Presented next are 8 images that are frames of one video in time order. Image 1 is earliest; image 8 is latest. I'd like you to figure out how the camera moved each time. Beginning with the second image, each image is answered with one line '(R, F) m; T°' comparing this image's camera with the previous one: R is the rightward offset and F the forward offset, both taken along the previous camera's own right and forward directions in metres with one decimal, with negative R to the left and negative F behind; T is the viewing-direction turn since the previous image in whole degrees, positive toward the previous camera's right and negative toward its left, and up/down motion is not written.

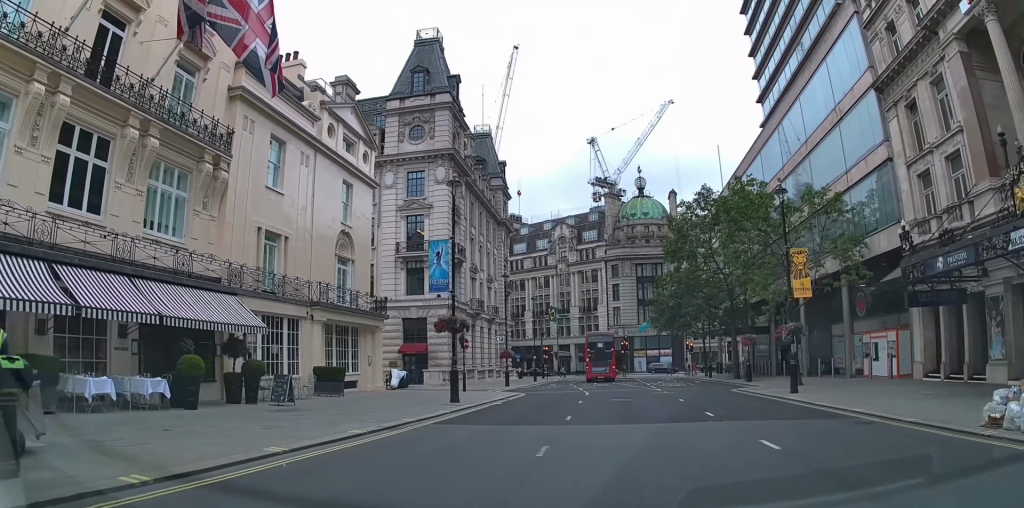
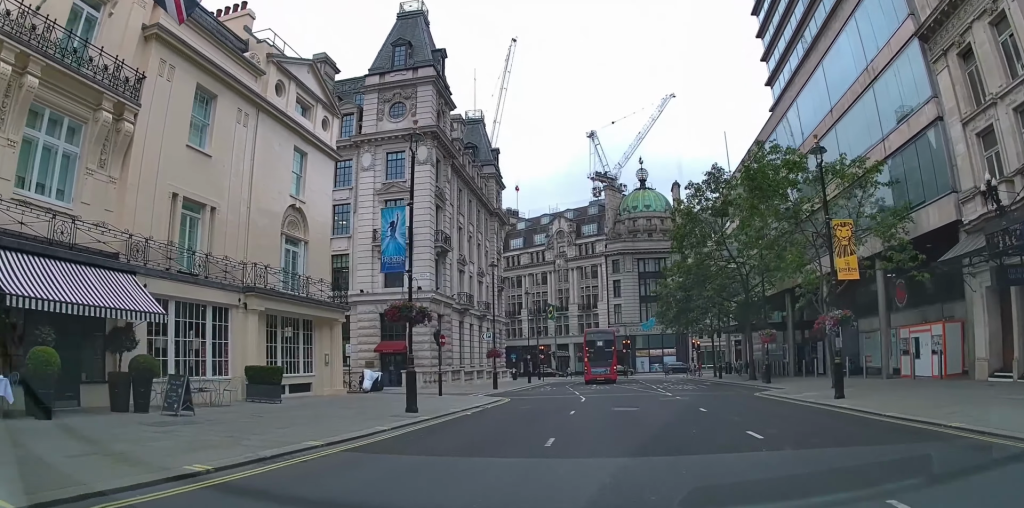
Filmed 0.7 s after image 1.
(-0.1, +4.7) m; -3°
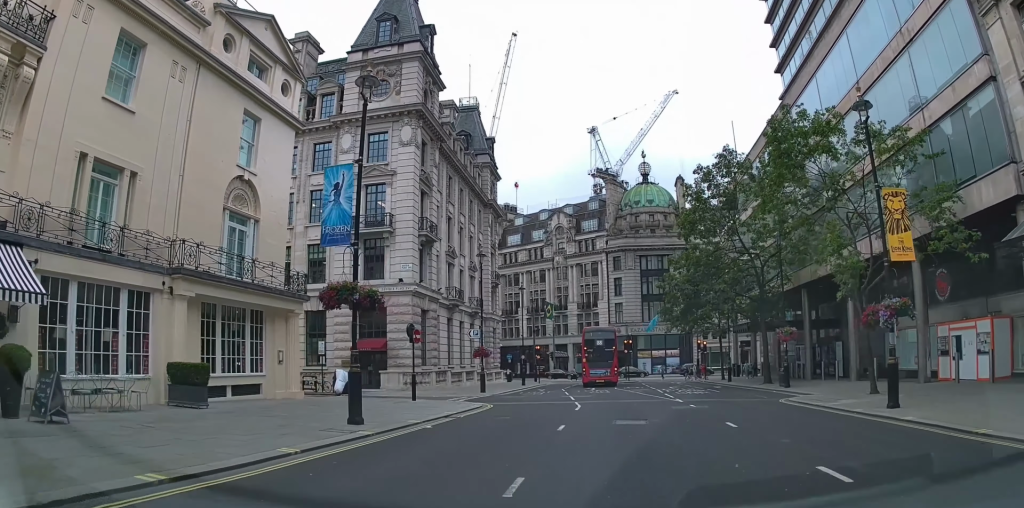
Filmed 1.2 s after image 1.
(0.0, +3.8) m; -2°
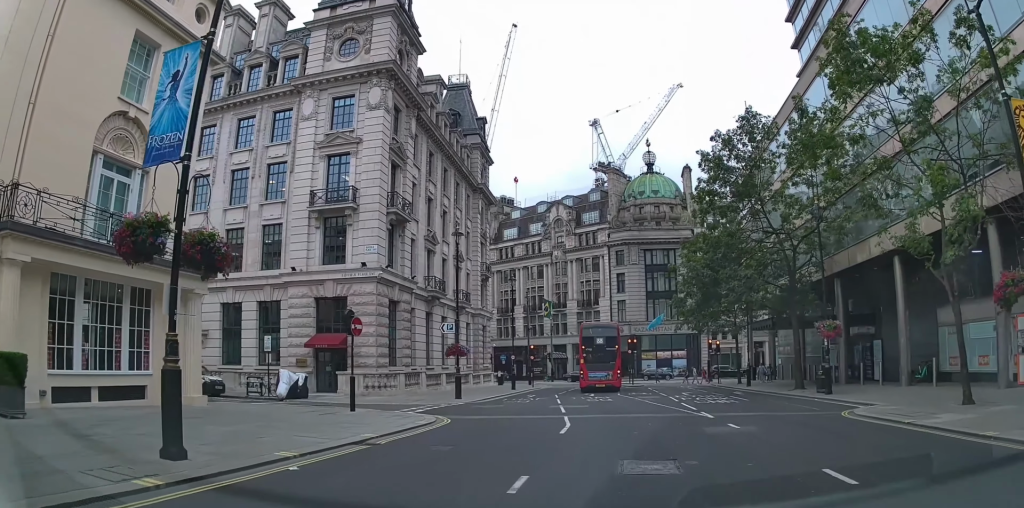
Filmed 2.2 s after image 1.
(-0.3, +6.1) m; 0°
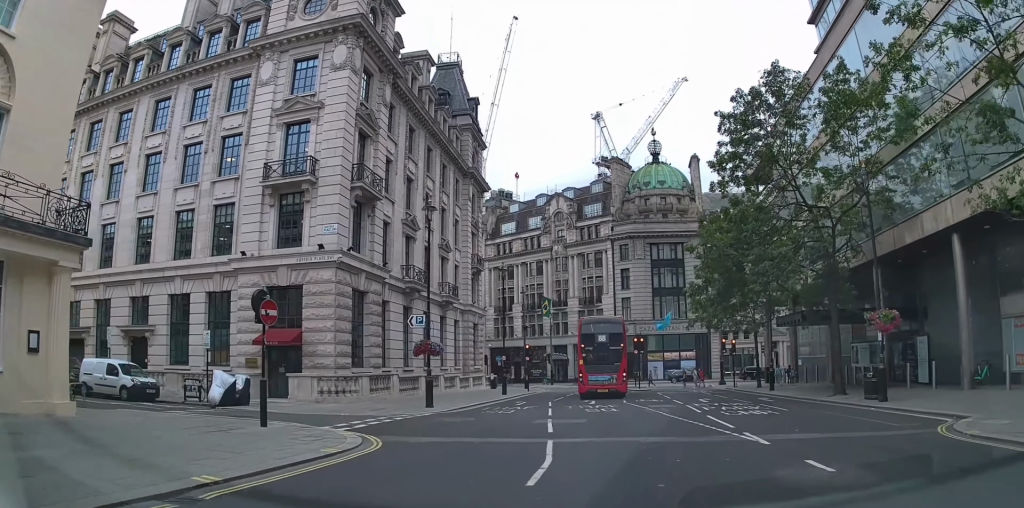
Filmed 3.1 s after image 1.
(+0.3, +5.5) m; +2°
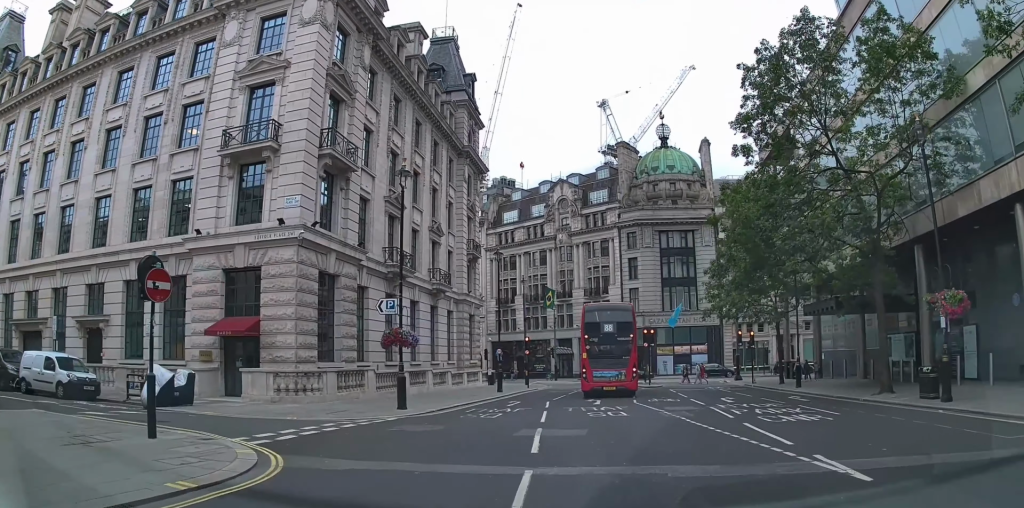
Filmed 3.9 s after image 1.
(0.0, +4.4) m; +1°
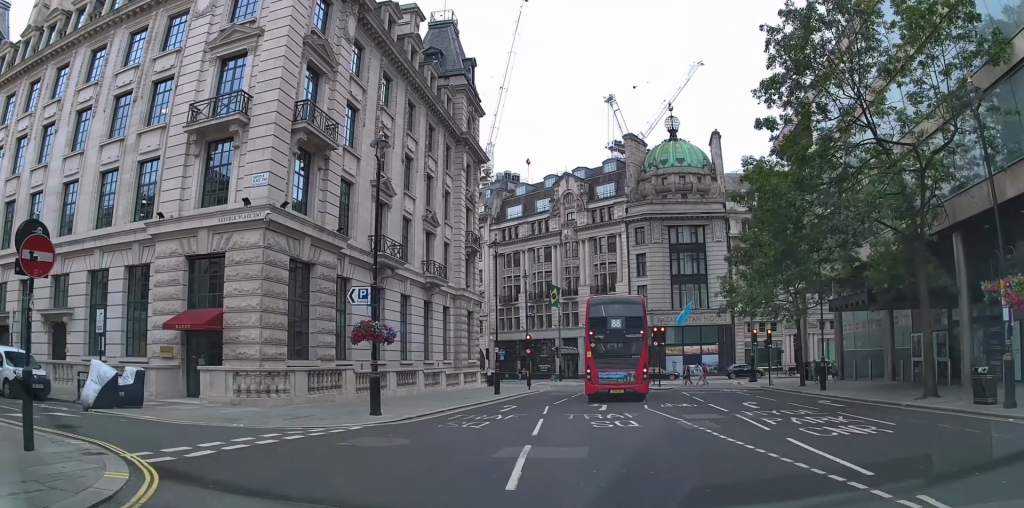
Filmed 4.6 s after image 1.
(-0.1, +3.3) m; +1°
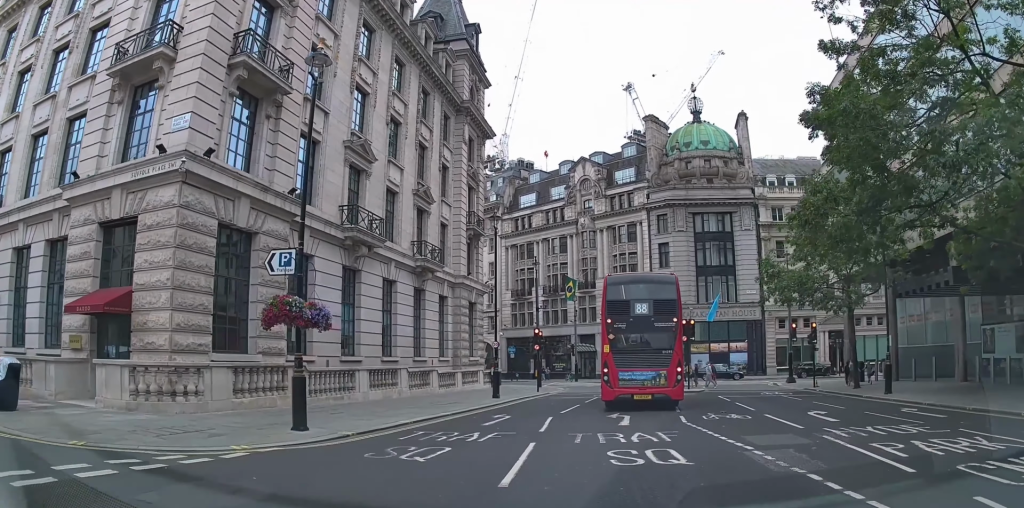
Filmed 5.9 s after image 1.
(+0.3, +6.2) m; +4°
